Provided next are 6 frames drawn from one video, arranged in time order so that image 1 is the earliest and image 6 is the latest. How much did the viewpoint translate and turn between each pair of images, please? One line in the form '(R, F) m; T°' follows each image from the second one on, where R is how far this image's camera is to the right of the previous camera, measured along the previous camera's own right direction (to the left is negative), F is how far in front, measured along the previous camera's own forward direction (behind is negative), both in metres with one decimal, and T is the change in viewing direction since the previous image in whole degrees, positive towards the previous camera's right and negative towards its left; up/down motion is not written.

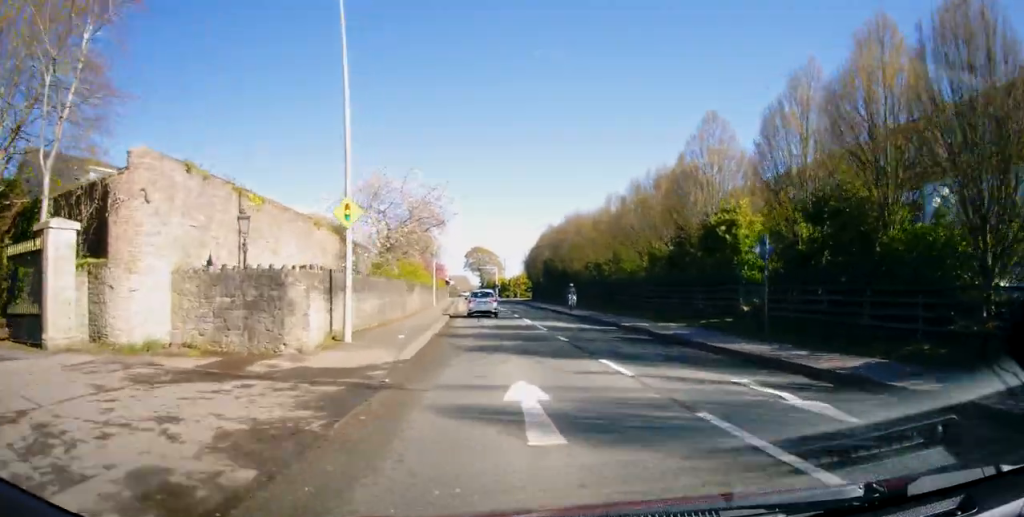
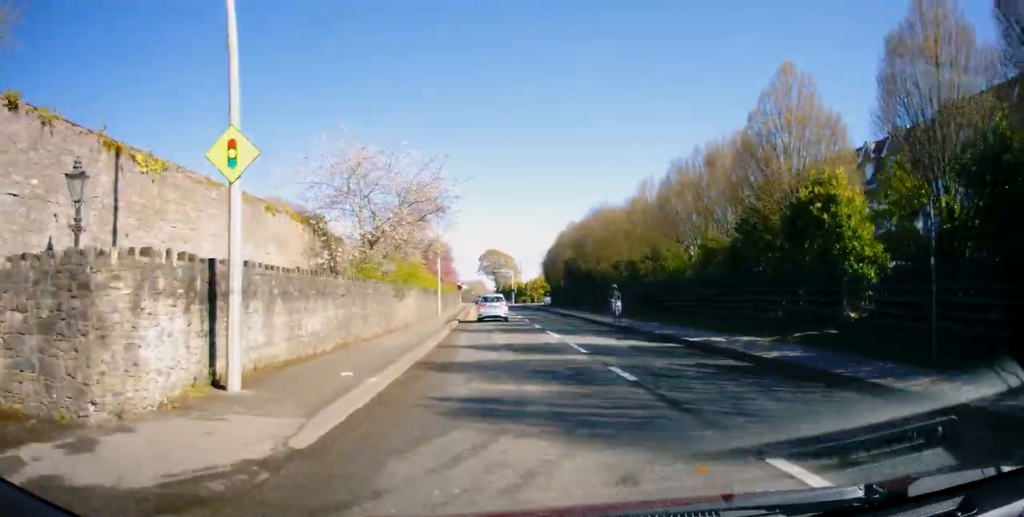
(0.0, +6.8) m; -1°
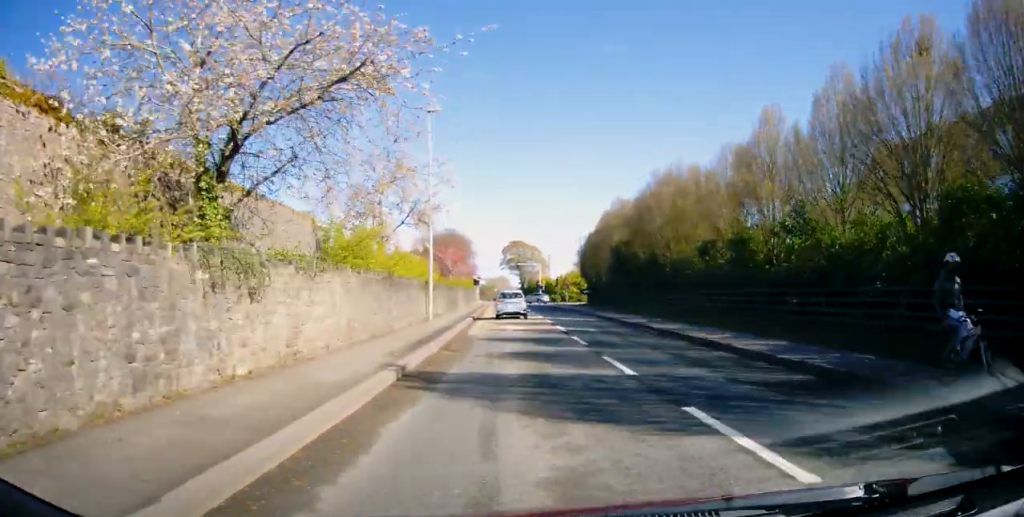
(-0.5, +15.8) m; -4°
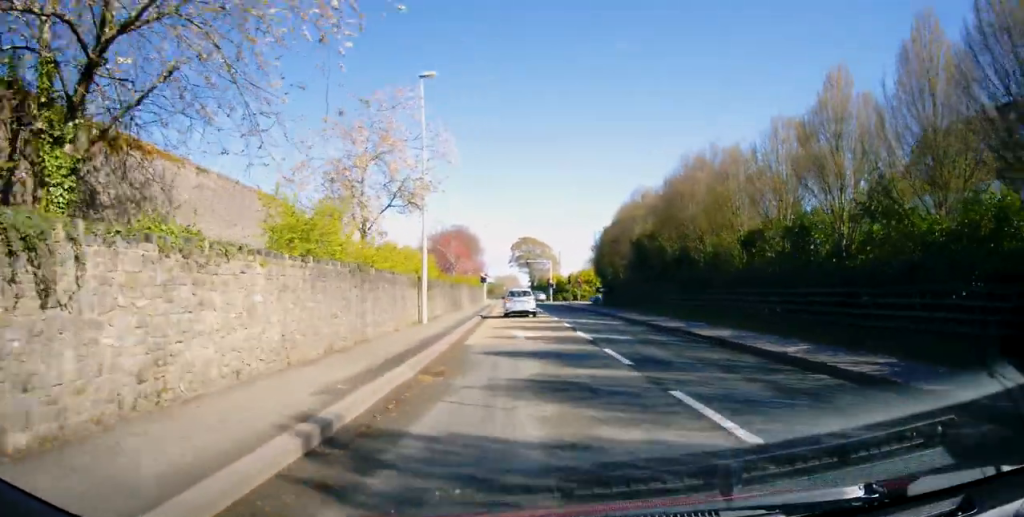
(0.0, +4.7) m; 0°
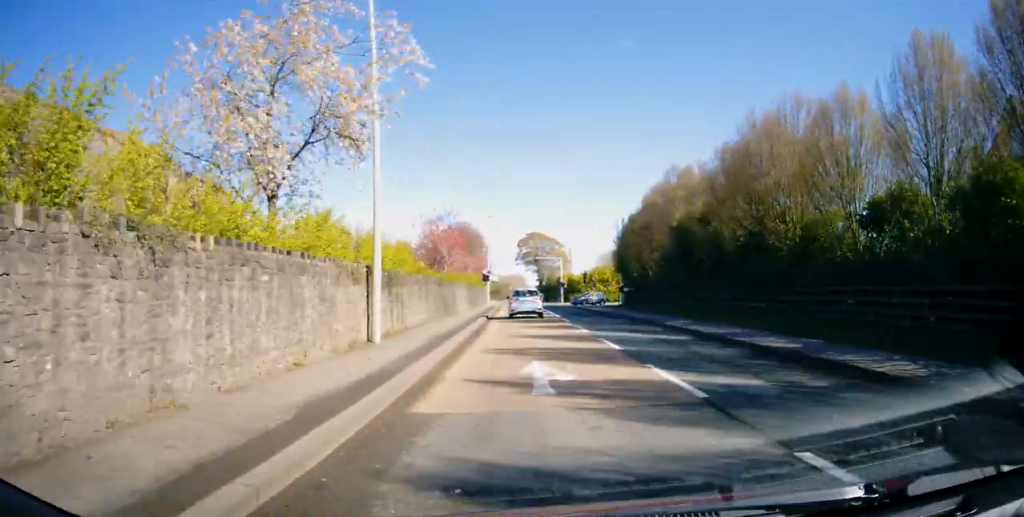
(0.0, +9.4) m; 0°
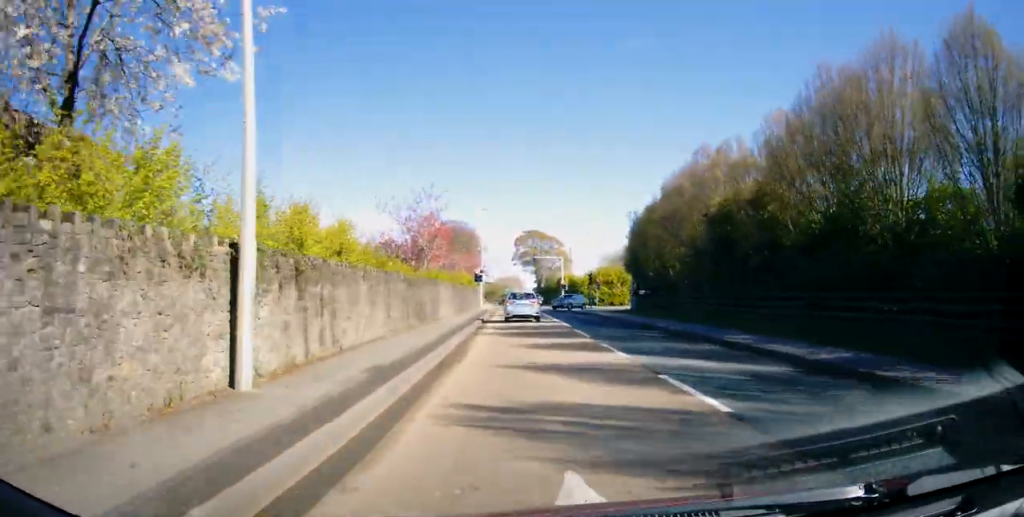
(0.0, +7.3) m; +1°
